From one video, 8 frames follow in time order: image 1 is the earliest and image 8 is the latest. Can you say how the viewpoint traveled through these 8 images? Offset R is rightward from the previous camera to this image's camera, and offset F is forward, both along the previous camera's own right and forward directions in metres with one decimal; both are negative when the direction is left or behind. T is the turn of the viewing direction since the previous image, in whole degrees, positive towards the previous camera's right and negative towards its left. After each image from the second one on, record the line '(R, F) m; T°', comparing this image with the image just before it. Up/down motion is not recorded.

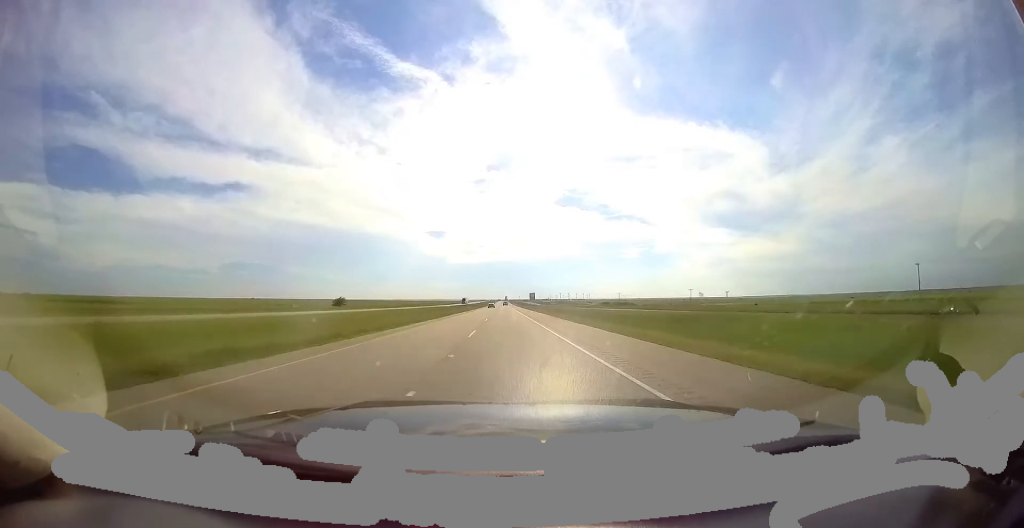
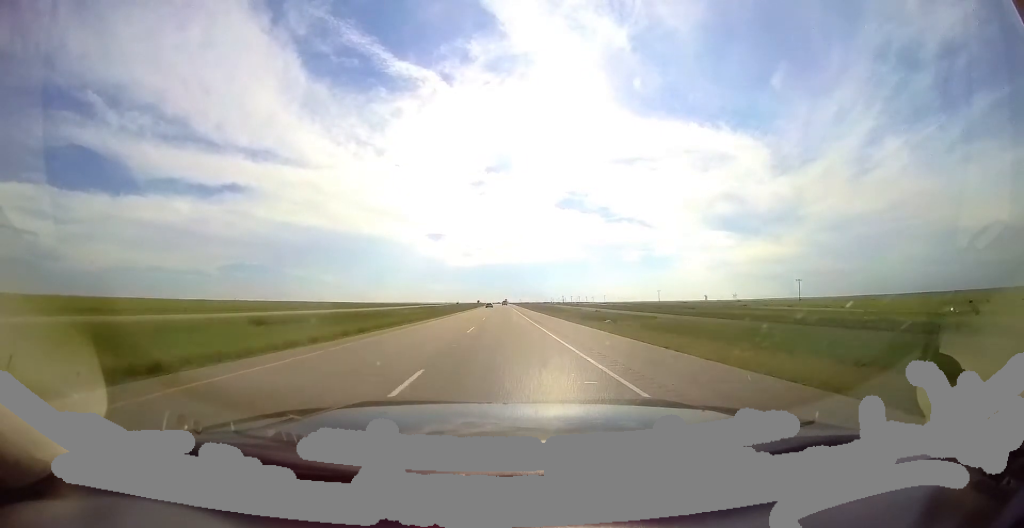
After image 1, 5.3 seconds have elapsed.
(0.0, +194.1) m; 0°
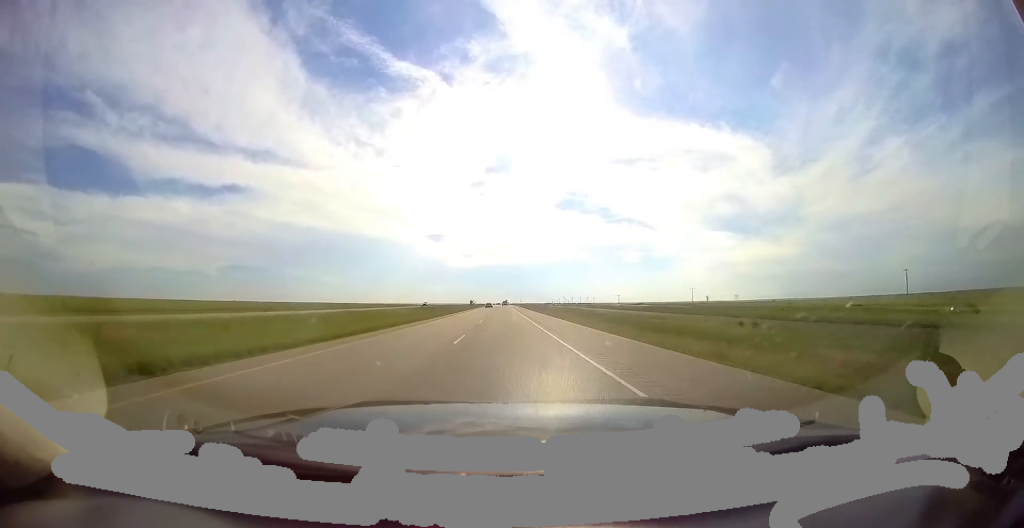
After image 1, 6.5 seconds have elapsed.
(+0.3, +40.7) m; 0°
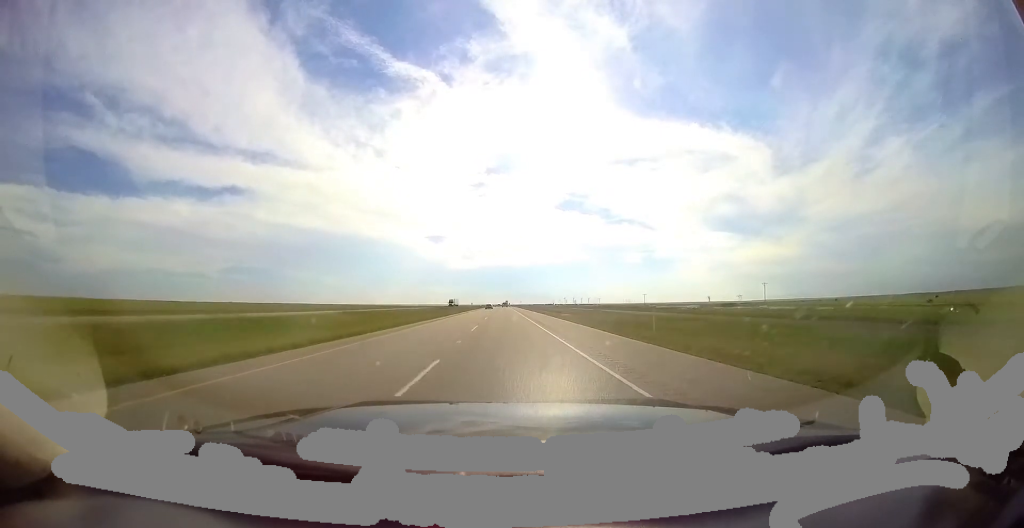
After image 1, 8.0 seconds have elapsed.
(+0.2, +54.9) m; 0°
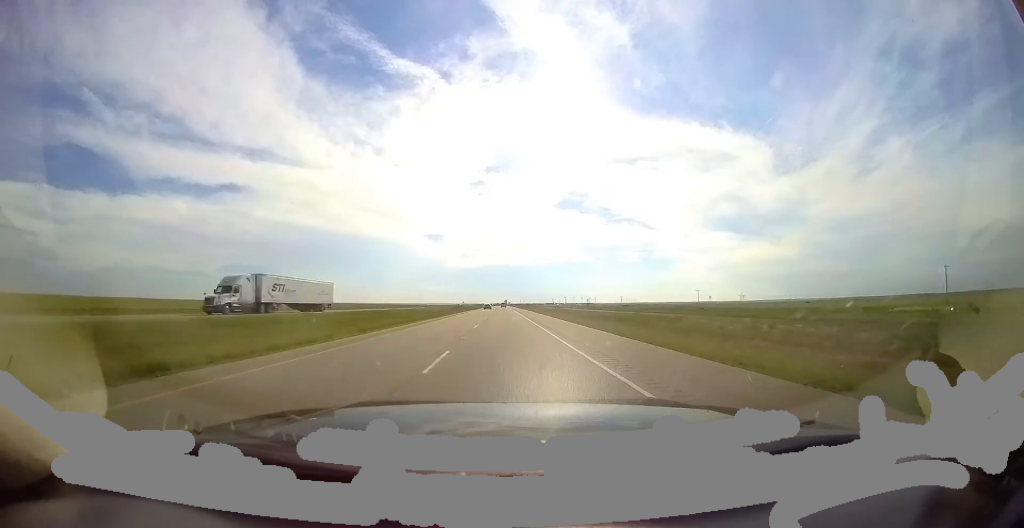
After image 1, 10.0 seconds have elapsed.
(0.0, +71.2) m; 0°
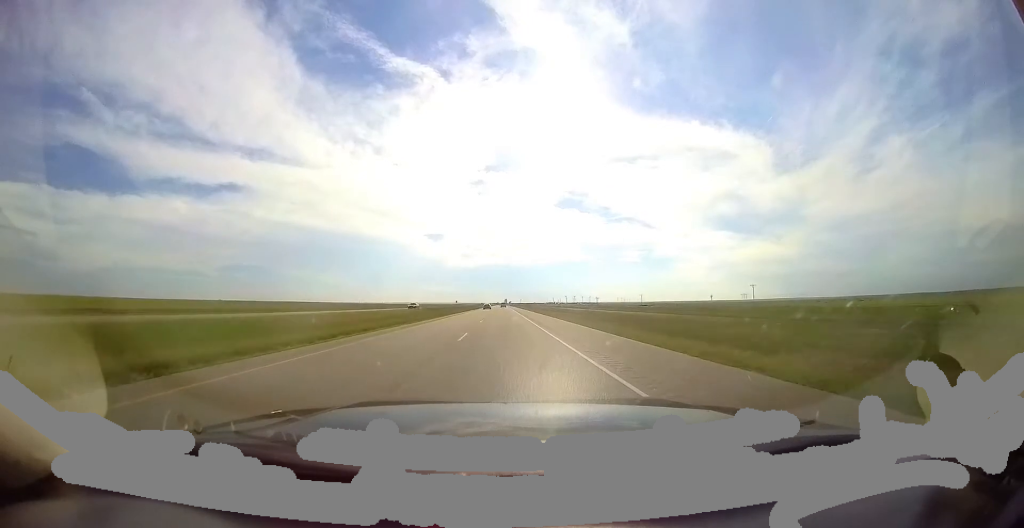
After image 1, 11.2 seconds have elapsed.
(+0.1, +42.6) m; 0°
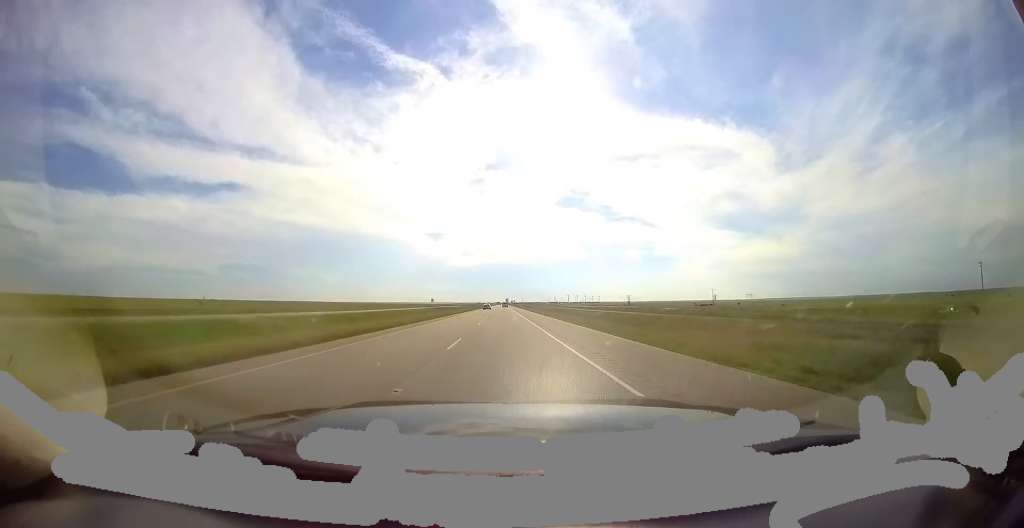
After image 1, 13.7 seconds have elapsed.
(-0.5, +87.7) m; 0°
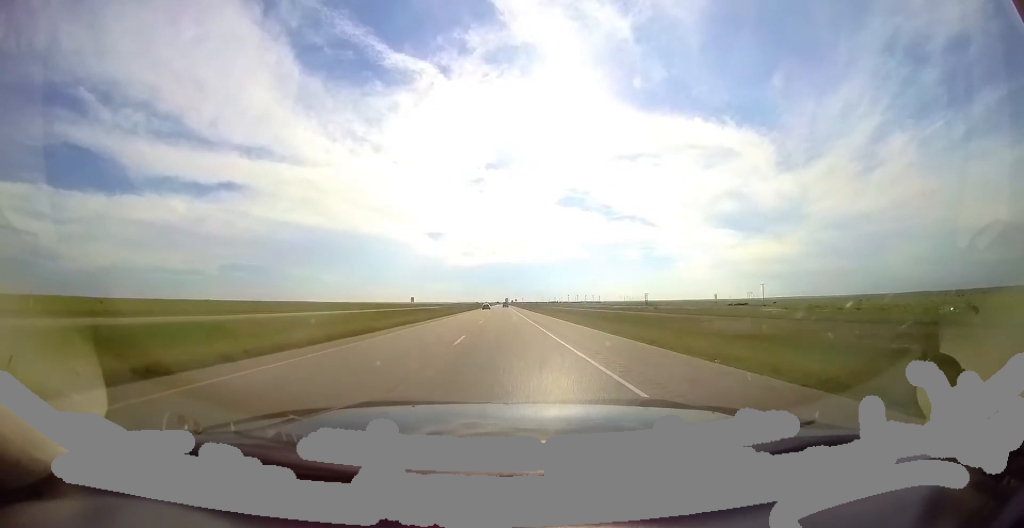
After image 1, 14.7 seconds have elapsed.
(+0.2, +35.6) m; 0°
